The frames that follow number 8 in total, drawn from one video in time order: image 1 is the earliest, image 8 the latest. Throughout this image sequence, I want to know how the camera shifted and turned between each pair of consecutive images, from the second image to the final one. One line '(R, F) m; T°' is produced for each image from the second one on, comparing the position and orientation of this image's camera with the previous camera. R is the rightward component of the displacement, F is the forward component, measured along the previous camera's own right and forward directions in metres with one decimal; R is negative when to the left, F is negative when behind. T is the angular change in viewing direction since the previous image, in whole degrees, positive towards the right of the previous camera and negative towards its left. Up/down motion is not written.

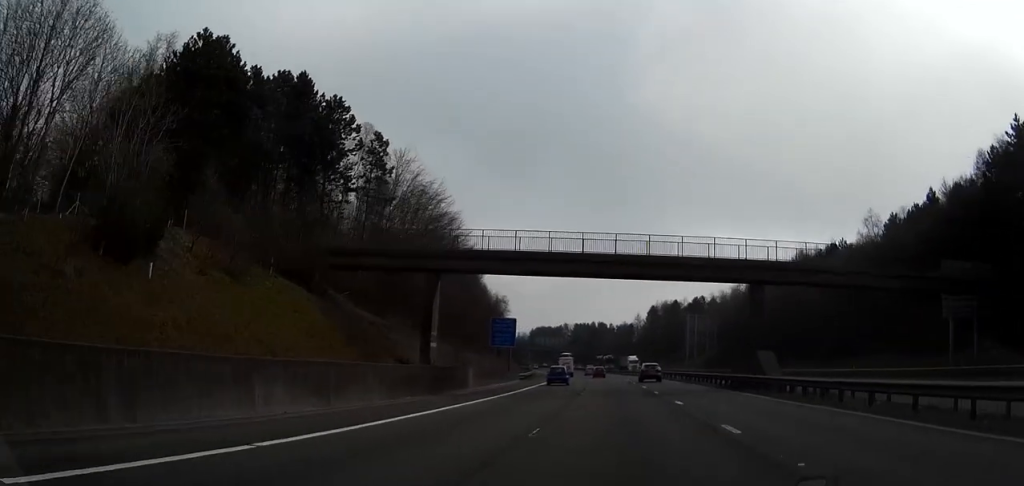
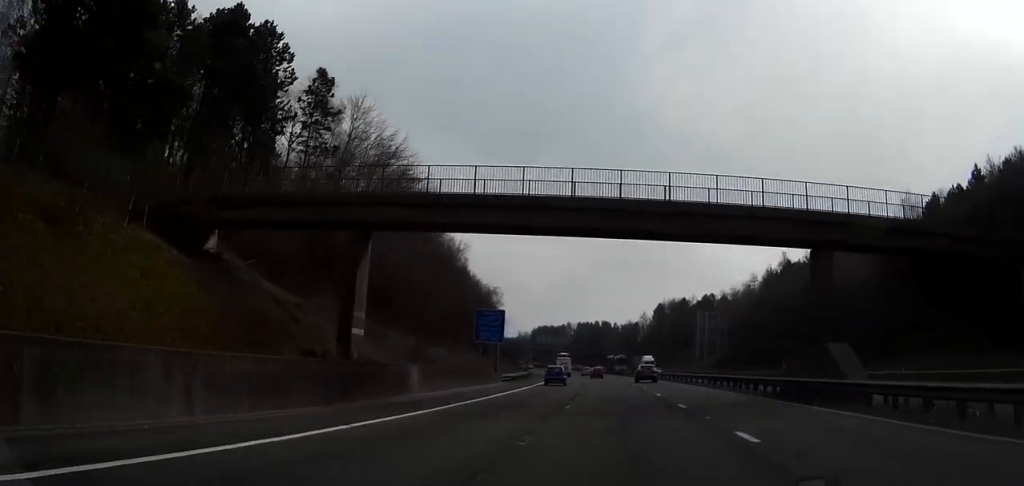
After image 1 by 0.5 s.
(0.0, +13.3) m; 0°
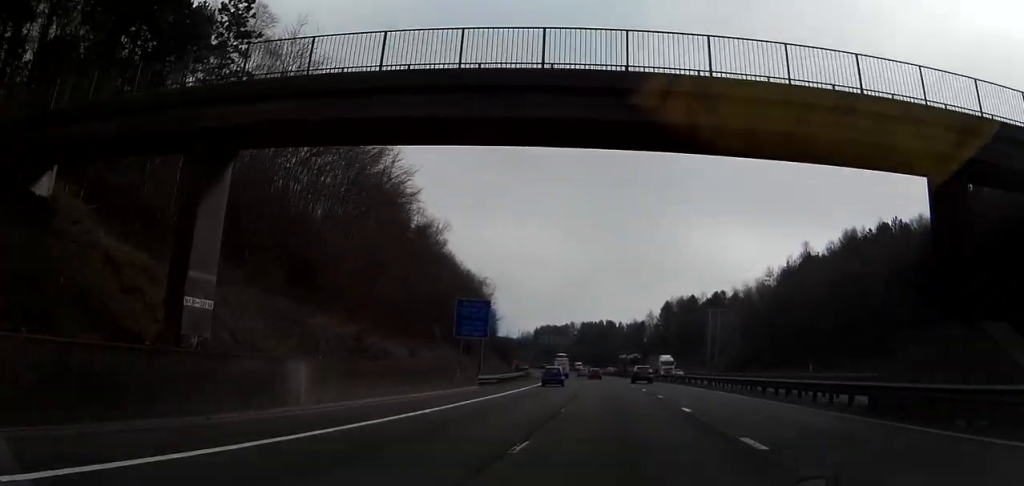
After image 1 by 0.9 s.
(0.0, +12.4) m; 0°
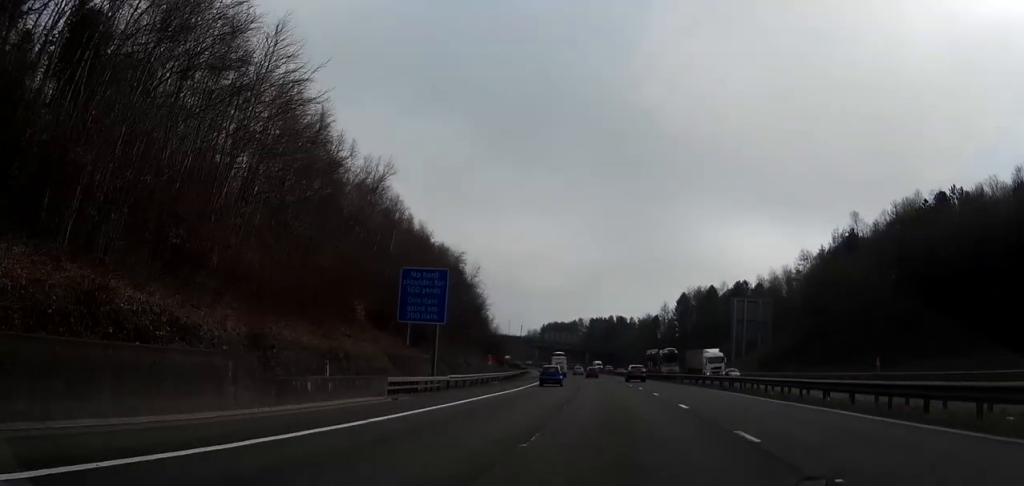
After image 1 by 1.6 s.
(0.0, +21.2) m; -1°
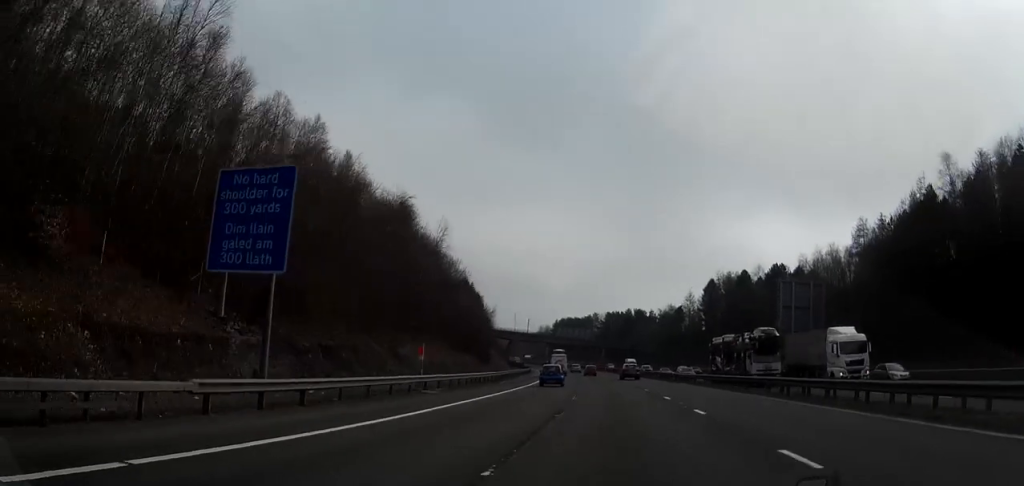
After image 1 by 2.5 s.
(-0.3, +26.2) m; -2°
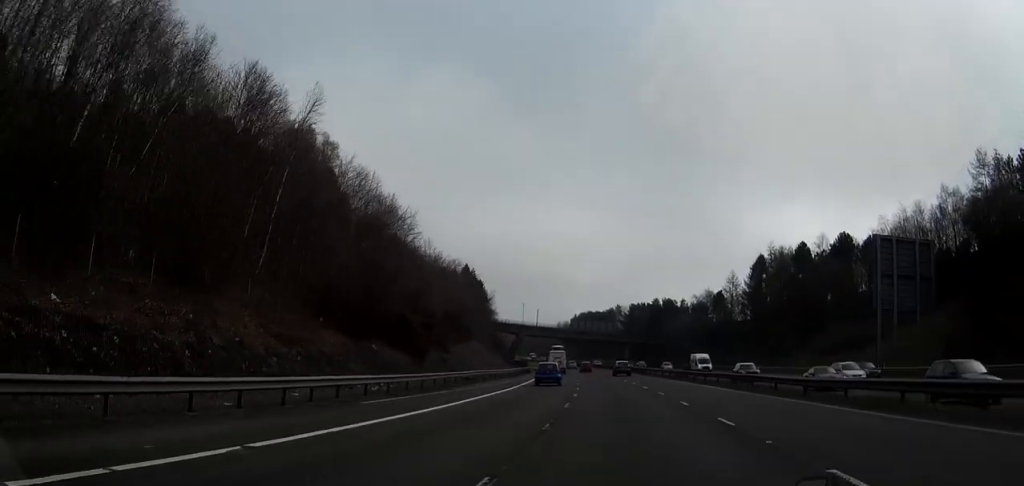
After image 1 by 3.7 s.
(-0.7, +35.2) m; -2°
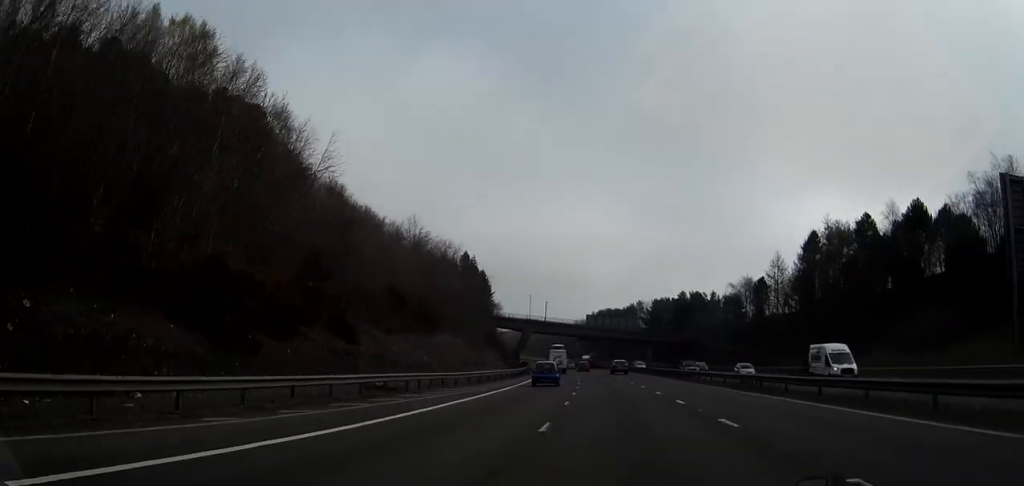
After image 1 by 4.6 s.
(-0.3, +26.4) m; -2°
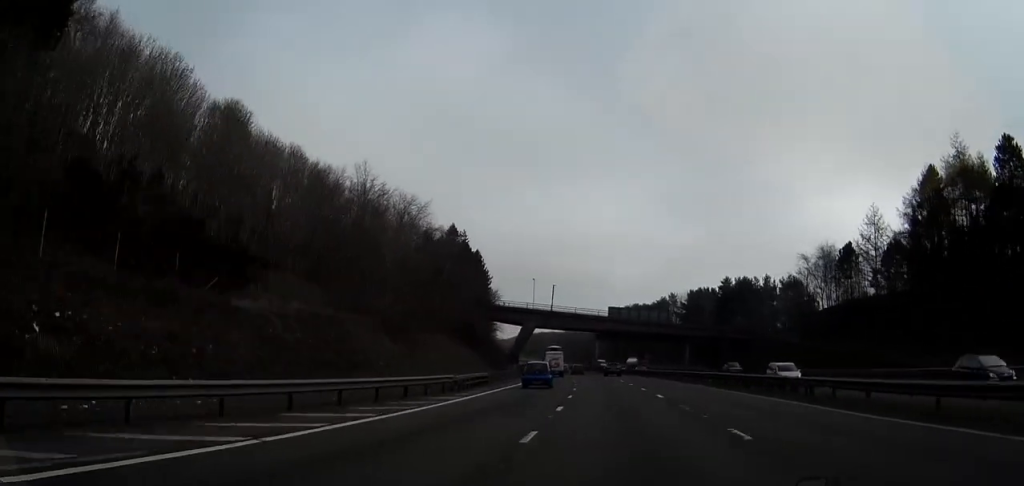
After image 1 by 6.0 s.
(-0.8, +38.9) m; -2°
